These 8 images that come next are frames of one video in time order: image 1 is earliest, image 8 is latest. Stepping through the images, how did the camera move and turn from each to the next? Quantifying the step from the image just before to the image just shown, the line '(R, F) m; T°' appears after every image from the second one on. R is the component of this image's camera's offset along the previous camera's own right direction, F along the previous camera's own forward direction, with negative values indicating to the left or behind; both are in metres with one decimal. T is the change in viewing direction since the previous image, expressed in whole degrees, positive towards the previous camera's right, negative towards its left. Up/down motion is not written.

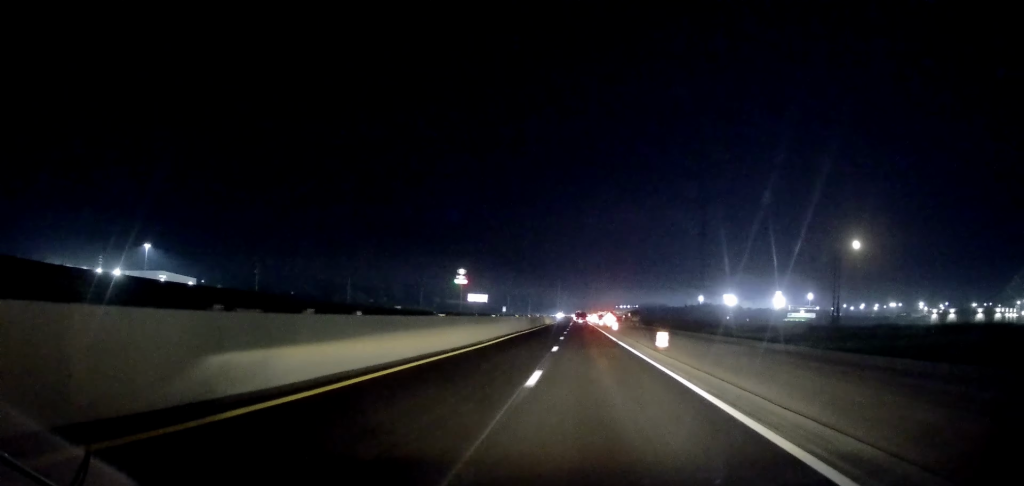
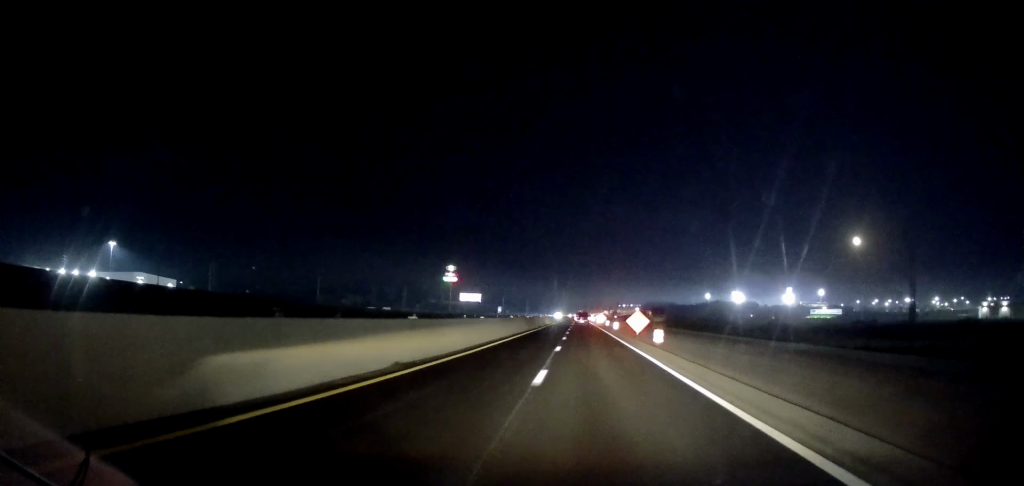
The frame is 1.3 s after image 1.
(+0.5, +35.2) m; 0°
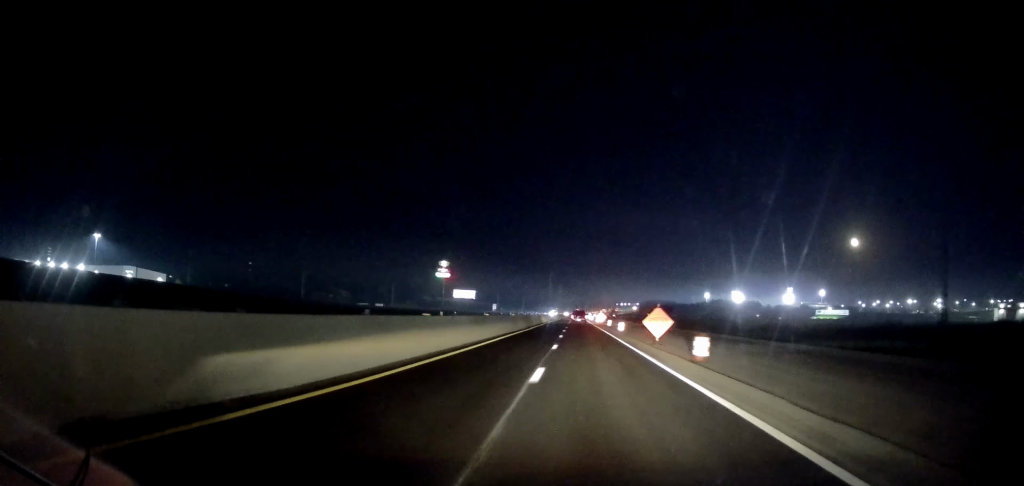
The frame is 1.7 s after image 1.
(-0.2, +12.0) m; 0°
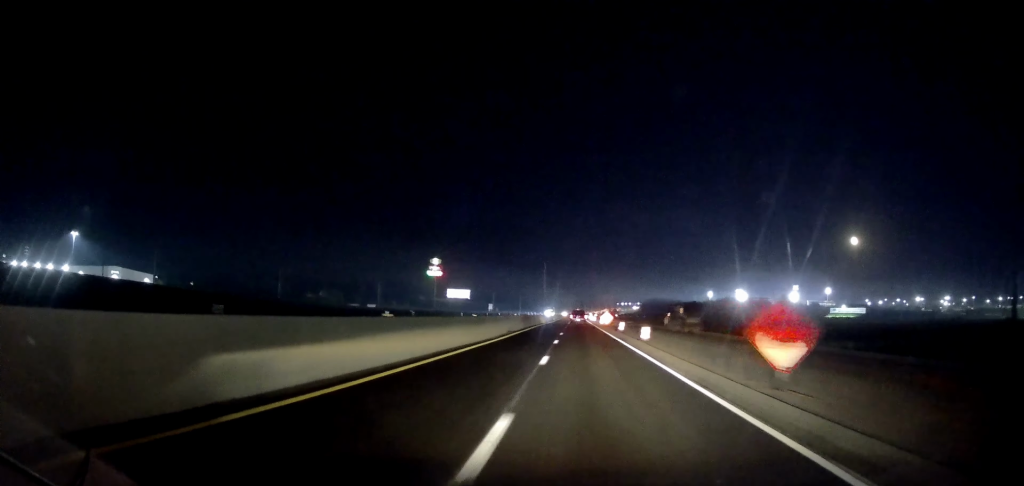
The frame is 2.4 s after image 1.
(-0.2, +19.3) m; 0°
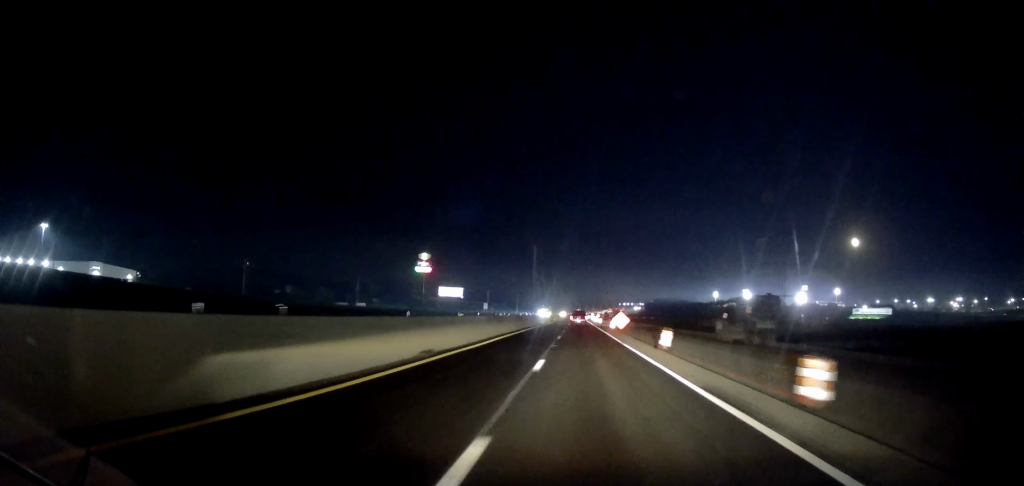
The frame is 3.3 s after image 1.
(+0.2, +25.3) m; +1°
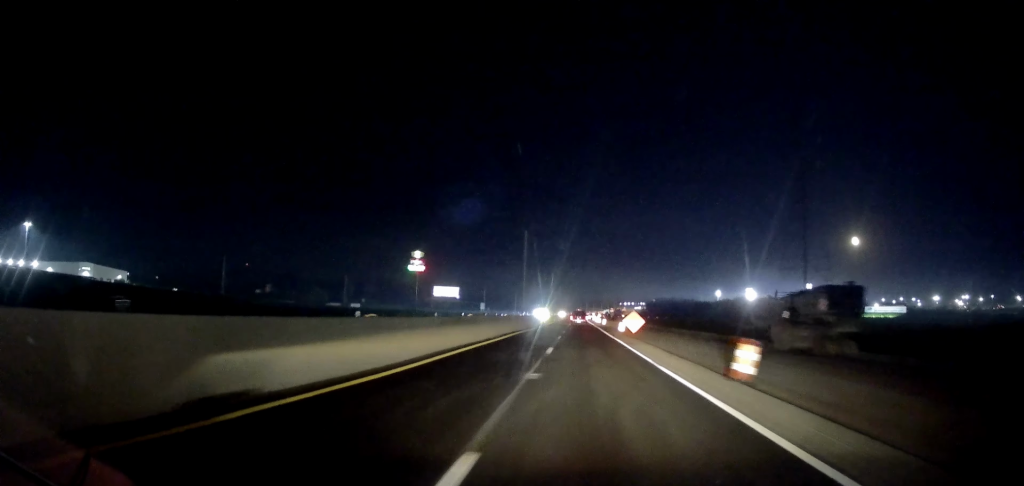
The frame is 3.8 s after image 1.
(+0.1, +12.4) m; 0°
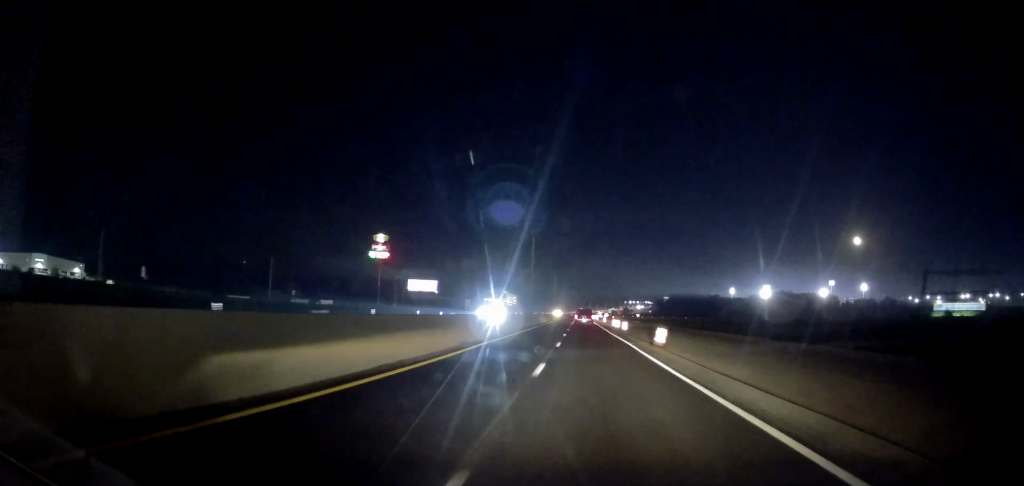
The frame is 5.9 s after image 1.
(-0.1, +52.6) m; 0°
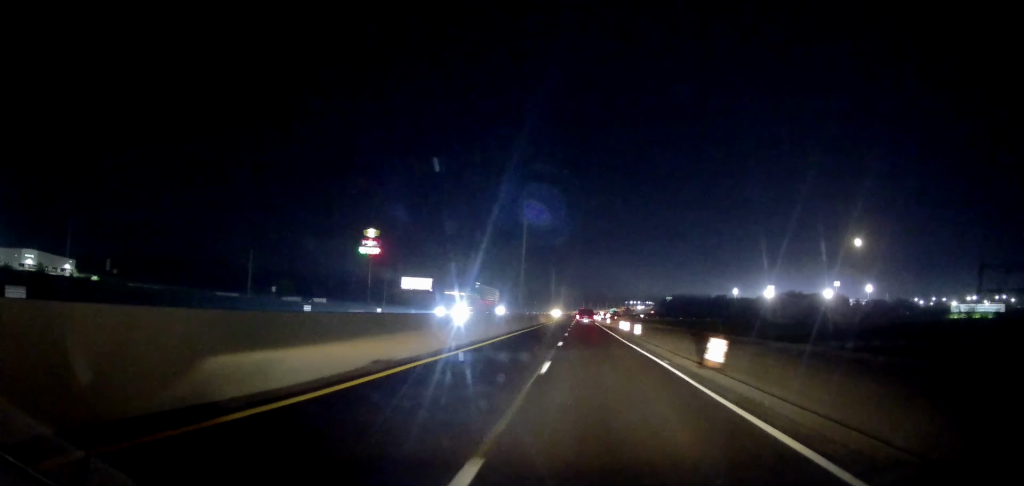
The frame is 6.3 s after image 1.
(0.0, +10.1) m; 0°
